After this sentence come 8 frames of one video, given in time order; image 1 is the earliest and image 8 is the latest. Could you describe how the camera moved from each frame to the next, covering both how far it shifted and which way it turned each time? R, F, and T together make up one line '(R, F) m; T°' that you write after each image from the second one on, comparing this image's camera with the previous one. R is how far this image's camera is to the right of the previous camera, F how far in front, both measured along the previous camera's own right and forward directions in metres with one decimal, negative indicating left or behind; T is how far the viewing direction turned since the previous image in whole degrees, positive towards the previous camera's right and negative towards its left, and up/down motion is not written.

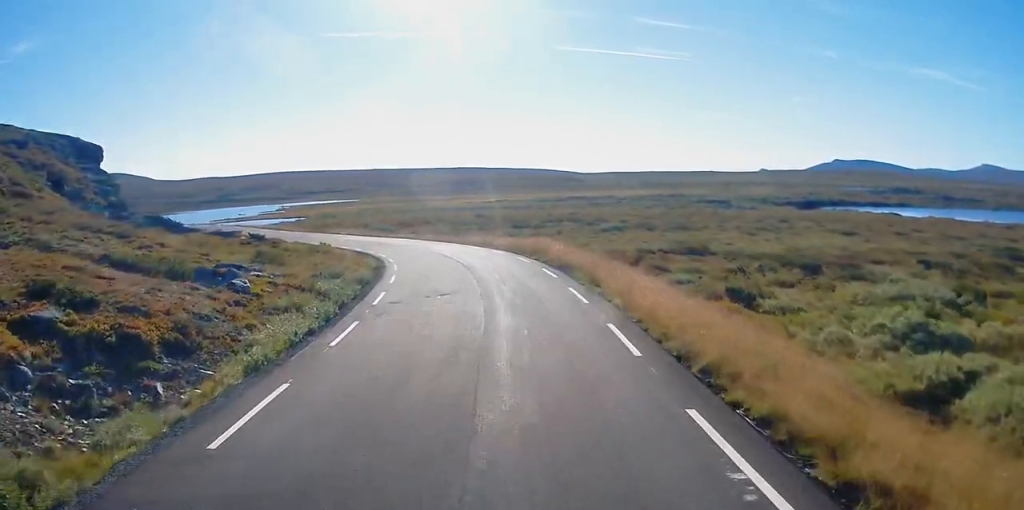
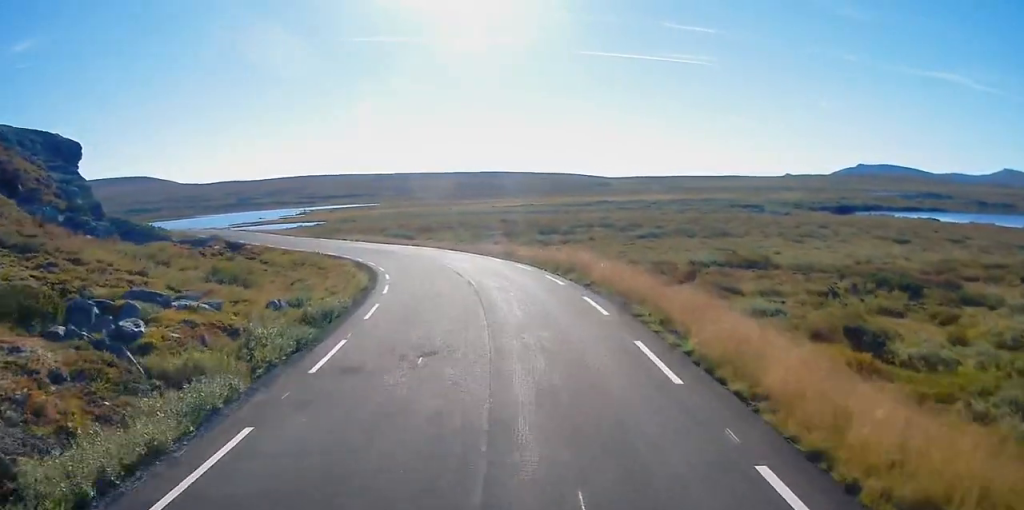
(-0.2, +8.0) m; -2°
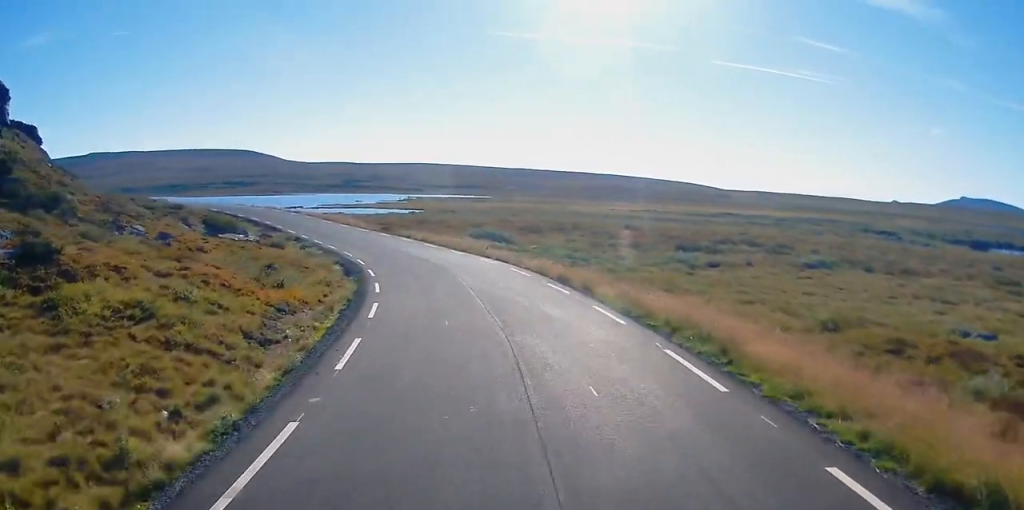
(-1.2, +24.0) m; -8°
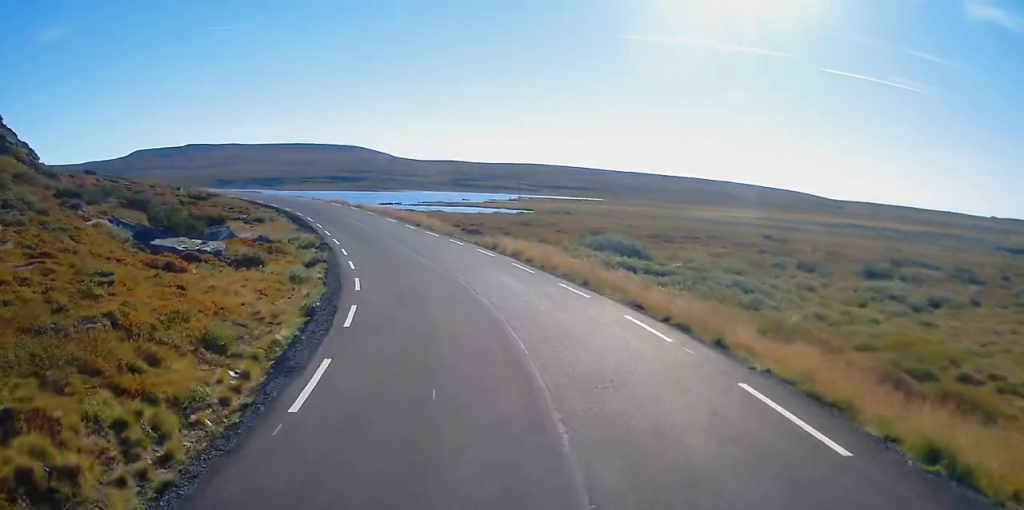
(-2.2, +20.6) m; -10°
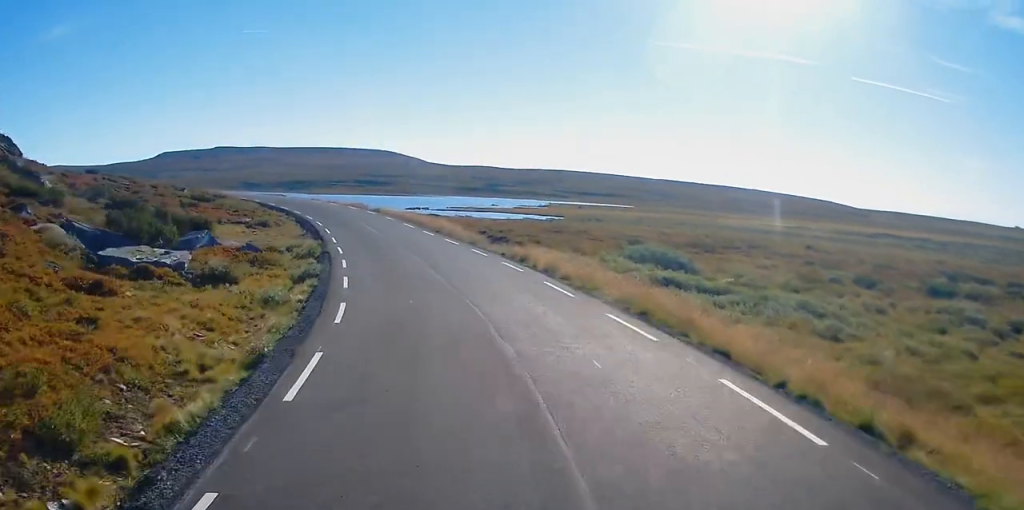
(0.0, +5.5) m; -1°
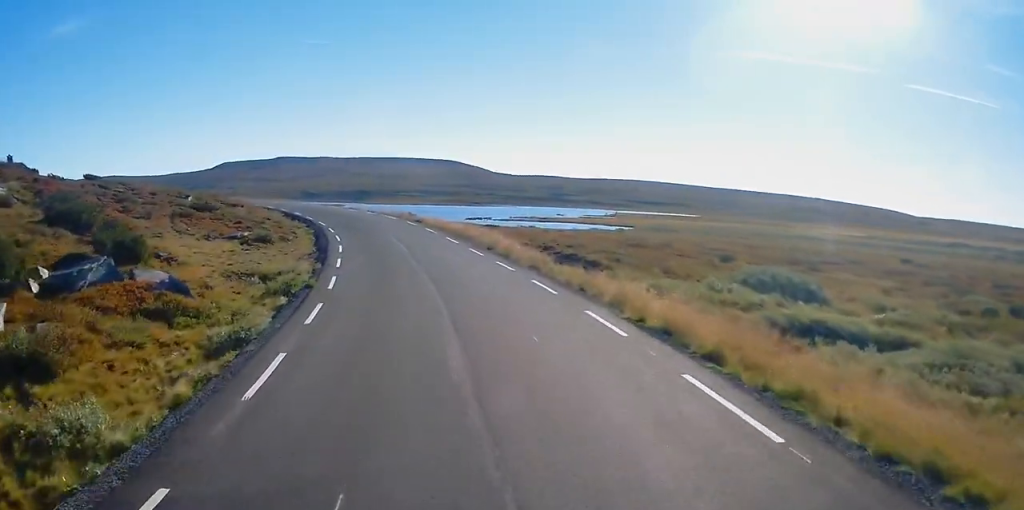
(-0.3, +11.8) m; -4°
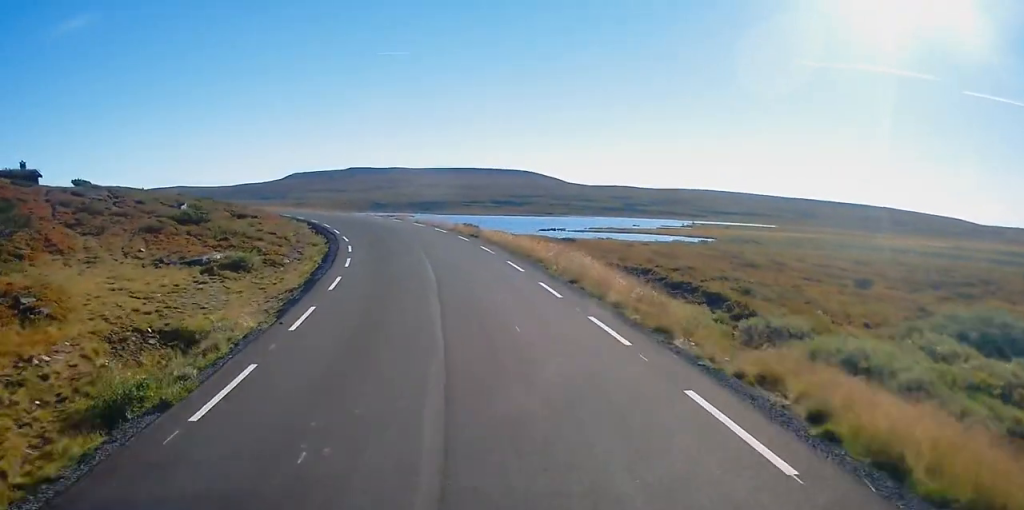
(-0.6, +12.9) m; -4°
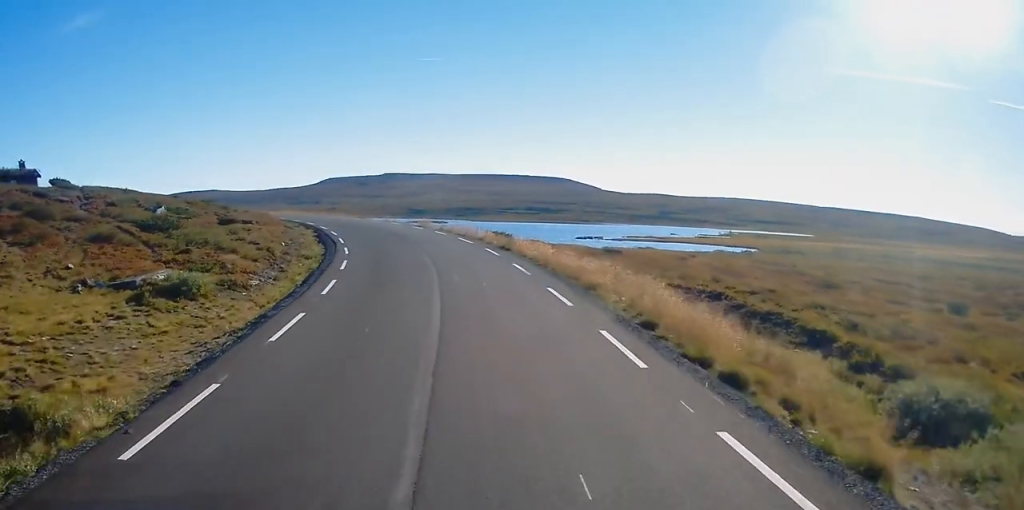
(-0.2, +7.6) m; -2°
